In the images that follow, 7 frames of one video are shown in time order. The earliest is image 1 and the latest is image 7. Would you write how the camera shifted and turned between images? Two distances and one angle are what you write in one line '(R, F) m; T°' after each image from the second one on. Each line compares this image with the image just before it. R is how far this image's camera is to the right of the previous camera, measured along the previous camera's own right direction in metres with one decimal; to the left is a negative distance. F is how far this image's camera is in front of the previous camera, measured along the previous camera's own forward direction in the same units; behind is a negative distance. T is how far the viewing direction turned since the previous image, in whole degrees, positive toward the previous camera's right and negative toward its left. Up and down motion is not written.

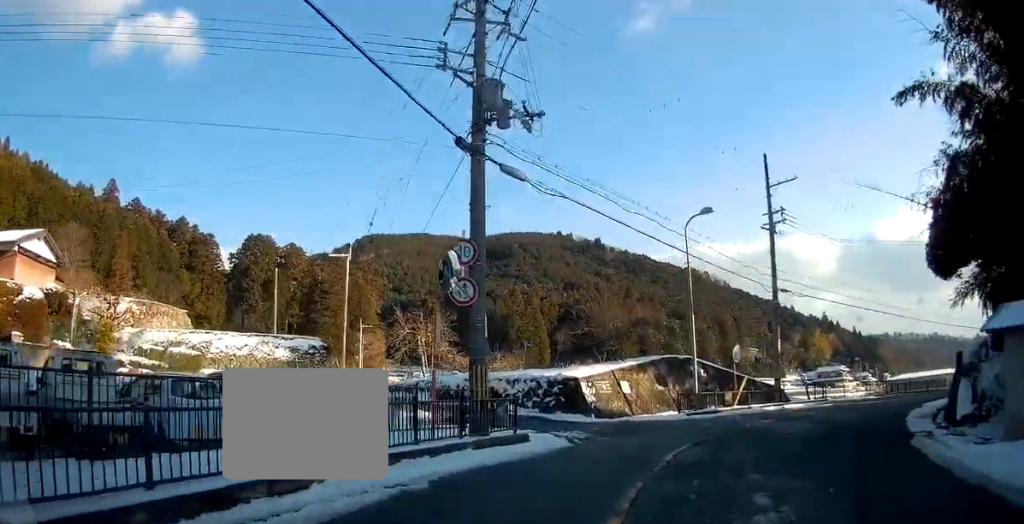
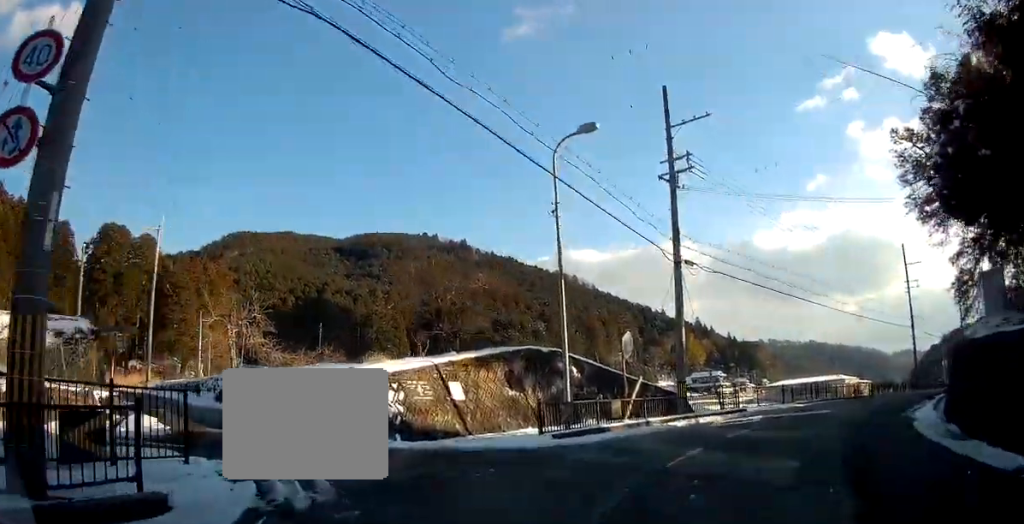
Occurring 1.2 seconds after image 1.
(+1.0, +8.8) m; +15°
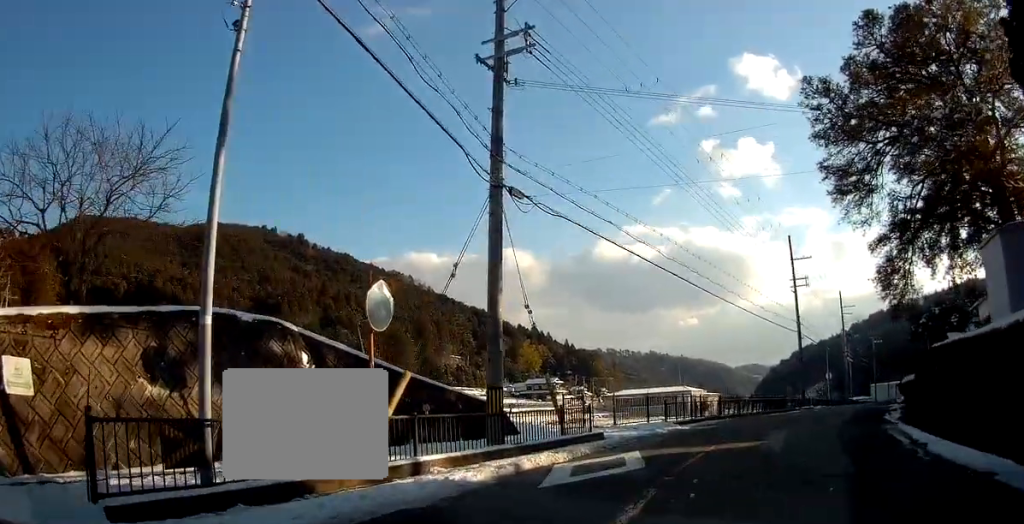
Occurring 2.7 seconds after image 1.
(+1.8, +9.8) m; +18°
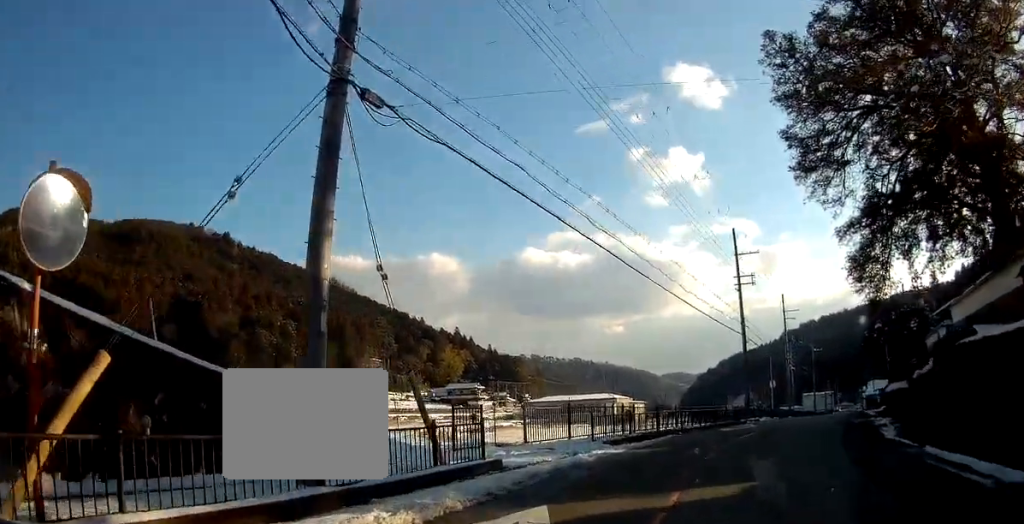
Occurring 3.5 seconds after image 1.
(+0.5, +6.0) m; +6°
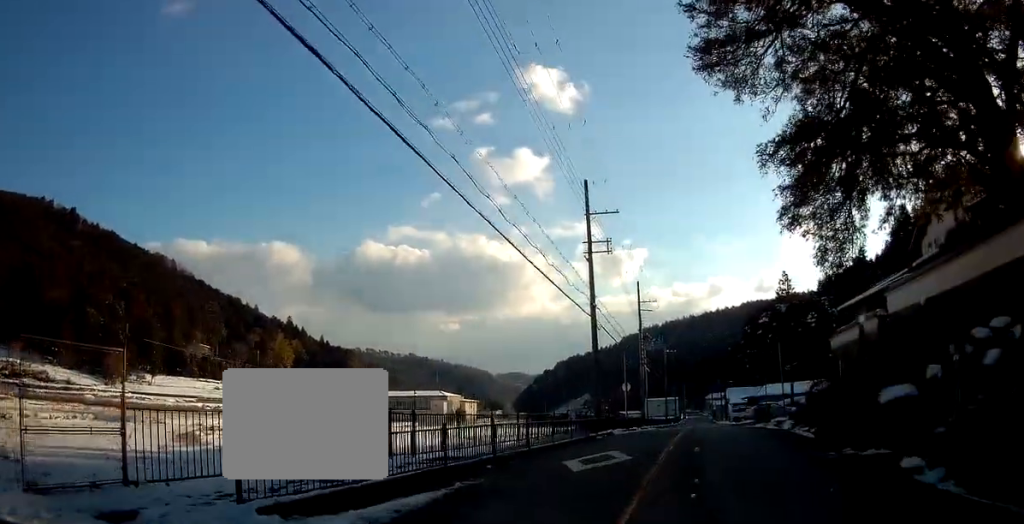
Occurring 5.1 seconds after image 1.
(-0.1, +11.8) m; +5°
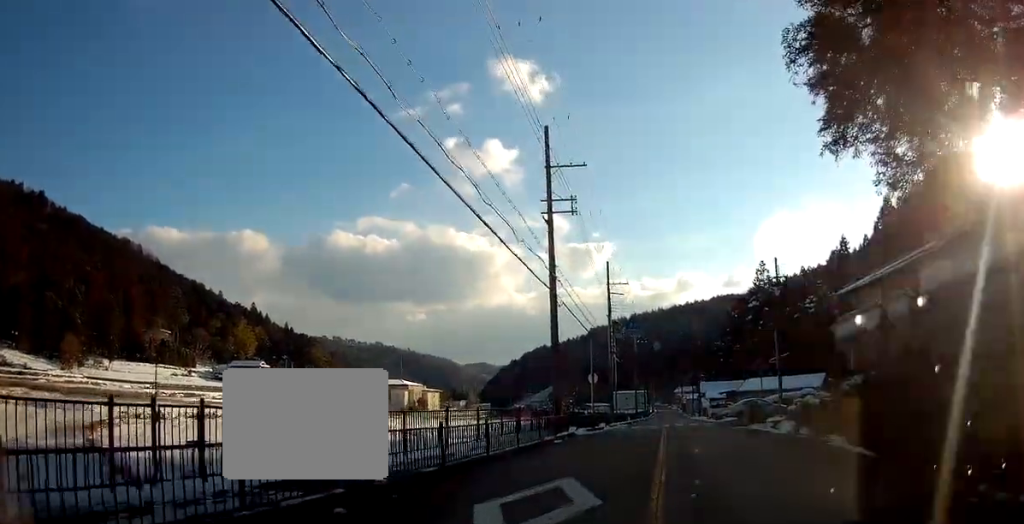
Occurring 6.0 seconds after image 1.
(+1.0, +6.4) m; +9°
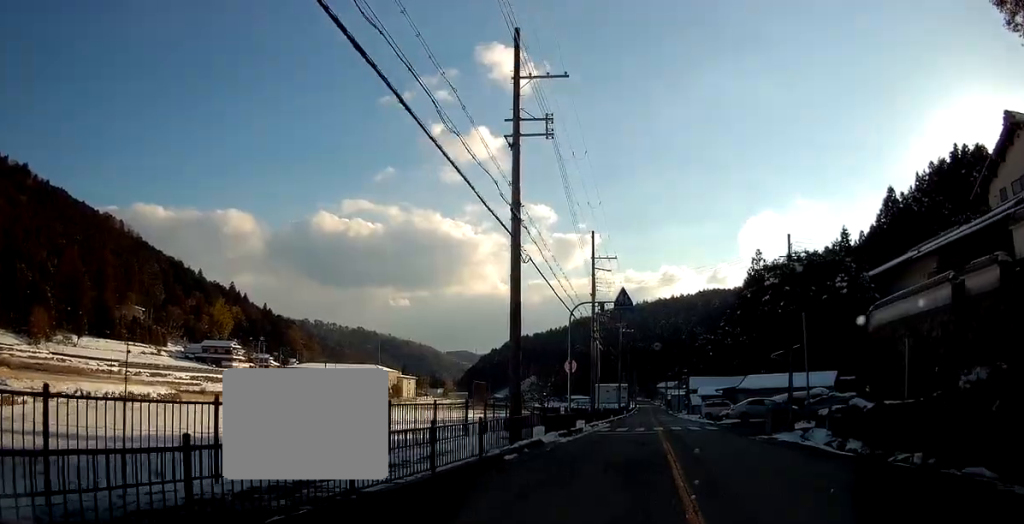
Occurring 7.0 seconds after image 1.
(+0.3, +7.8) m; -3°
